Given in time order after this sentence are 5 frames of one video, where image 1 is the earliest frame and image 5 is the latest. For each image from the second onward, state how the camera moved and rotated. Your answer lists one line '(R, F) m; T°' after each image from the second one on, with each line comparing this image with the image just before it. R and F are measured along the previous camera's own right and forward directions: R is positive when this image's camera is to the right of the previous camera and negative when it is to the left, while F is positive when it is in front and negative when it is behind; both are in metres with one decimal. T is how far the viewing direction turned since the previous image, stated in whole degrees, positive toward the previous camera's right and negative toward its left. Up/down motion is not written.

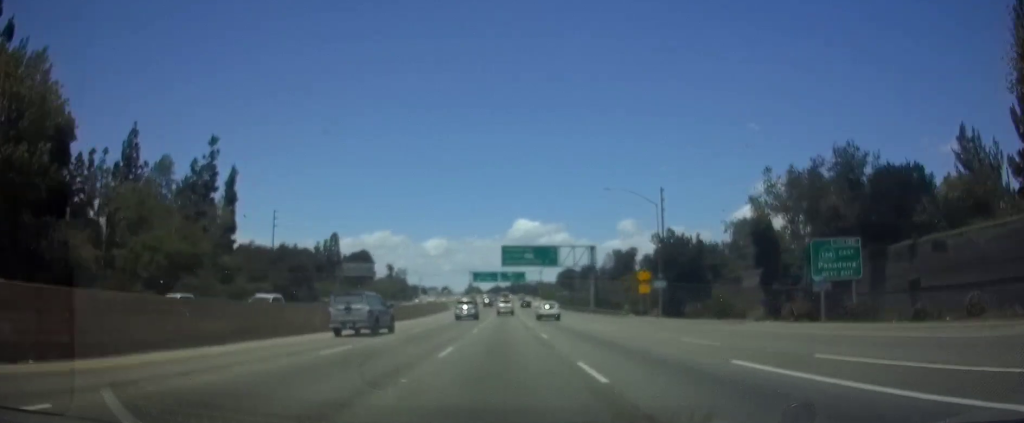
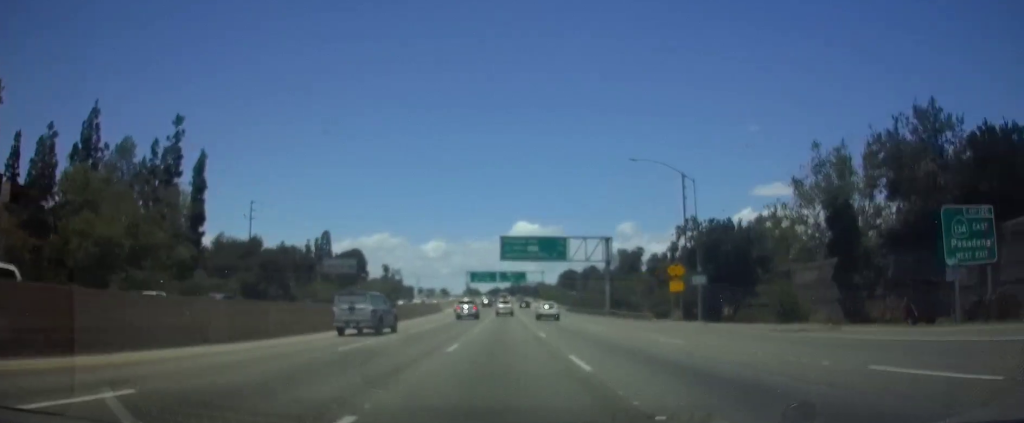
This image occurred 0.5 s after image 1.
(0.0, +12.6) m; 0°
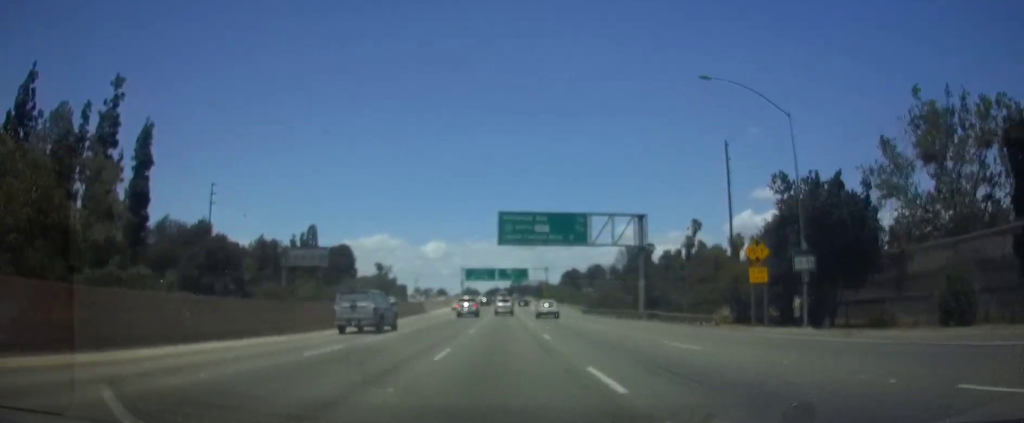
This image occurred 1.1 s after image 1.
(+0.1, +17.9) m; 0°
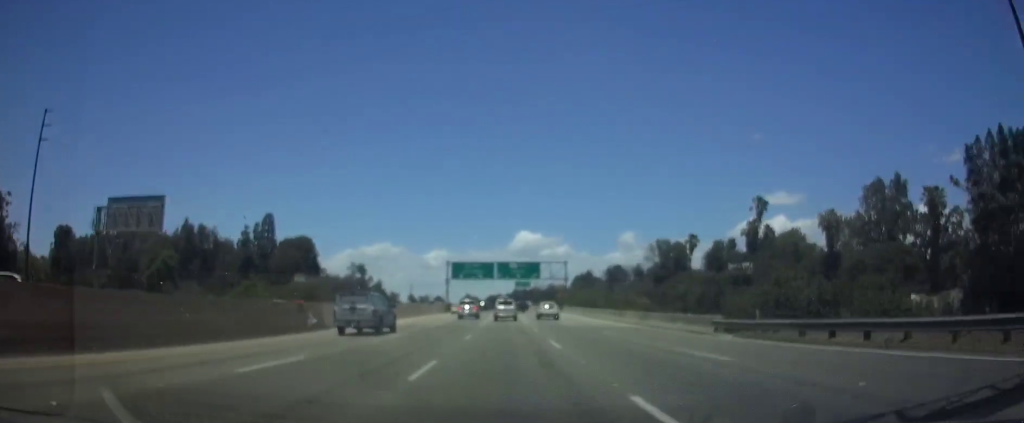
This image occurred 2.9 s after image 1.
(-0.3, +47.1) m; 0°
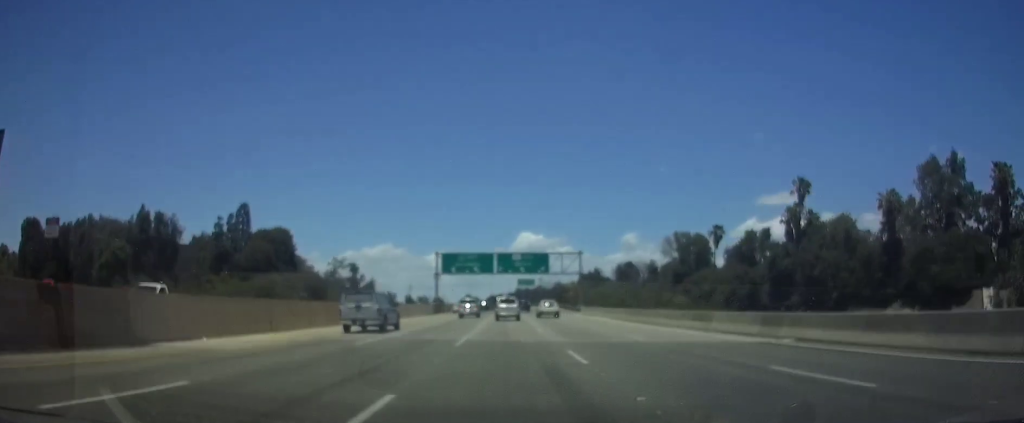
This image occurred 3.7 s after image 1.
(0.0, +20.3) m; 0°
